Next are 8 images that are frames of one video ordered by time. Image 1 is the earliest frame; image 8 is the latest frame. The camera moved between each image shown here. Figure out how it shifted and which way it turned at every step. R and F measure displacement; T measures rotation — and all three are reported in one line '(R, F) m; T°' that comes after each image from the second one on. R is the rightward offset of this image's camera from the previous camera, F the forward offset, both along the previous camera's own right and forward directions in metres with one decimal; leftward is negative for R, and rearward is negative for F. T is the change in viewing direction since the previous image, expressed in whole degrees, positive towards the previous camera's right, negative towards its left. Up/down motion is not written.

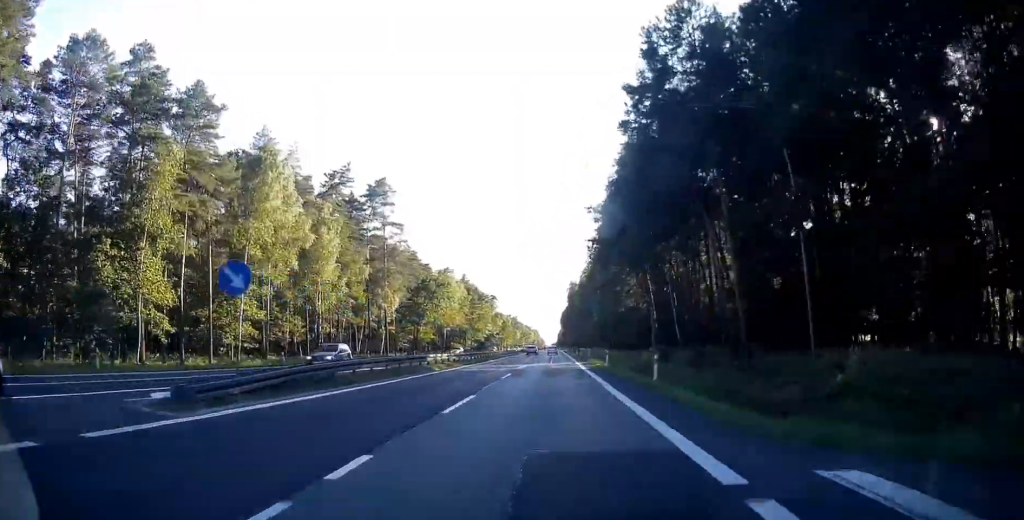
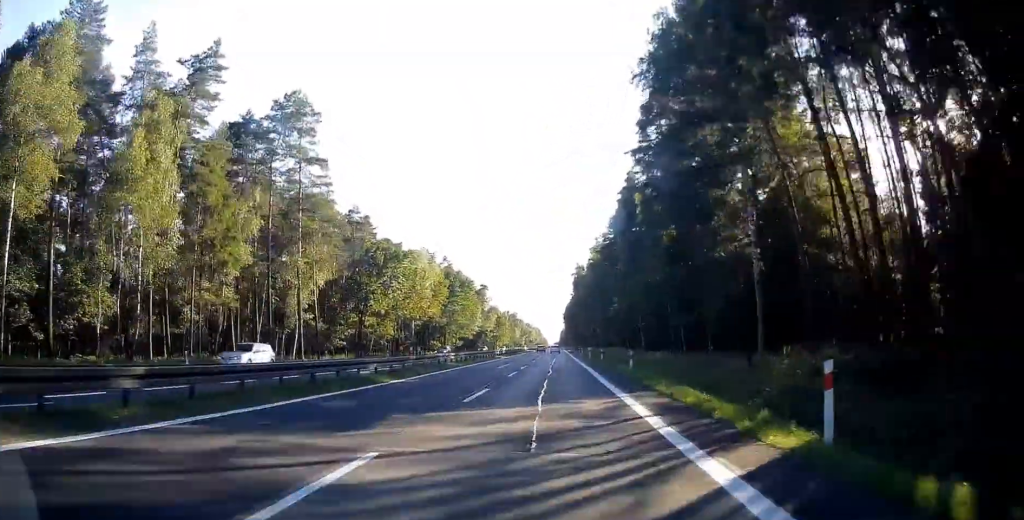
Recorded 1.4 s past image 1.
(-0.2, +34.2) m; -1°
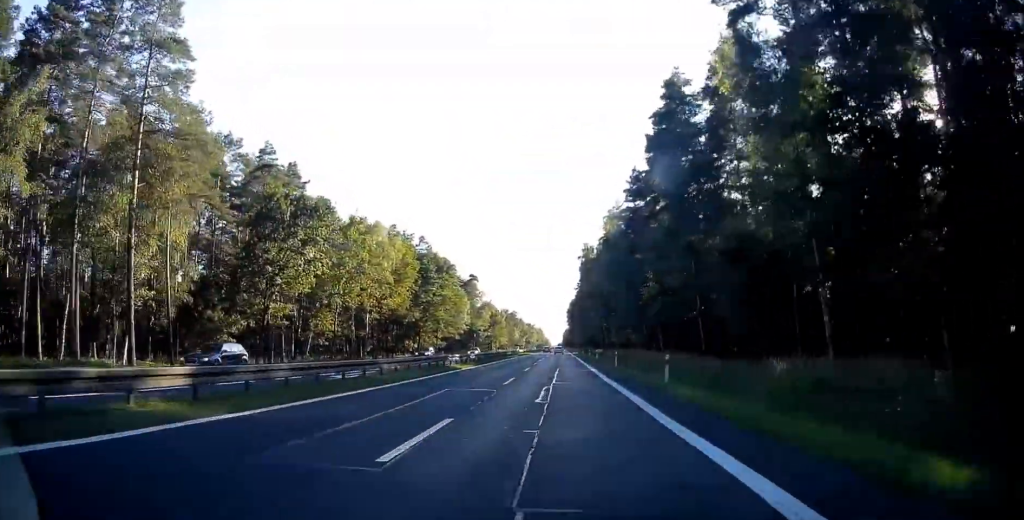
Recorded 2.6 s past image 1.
(0.0, +28.3) m; +1°
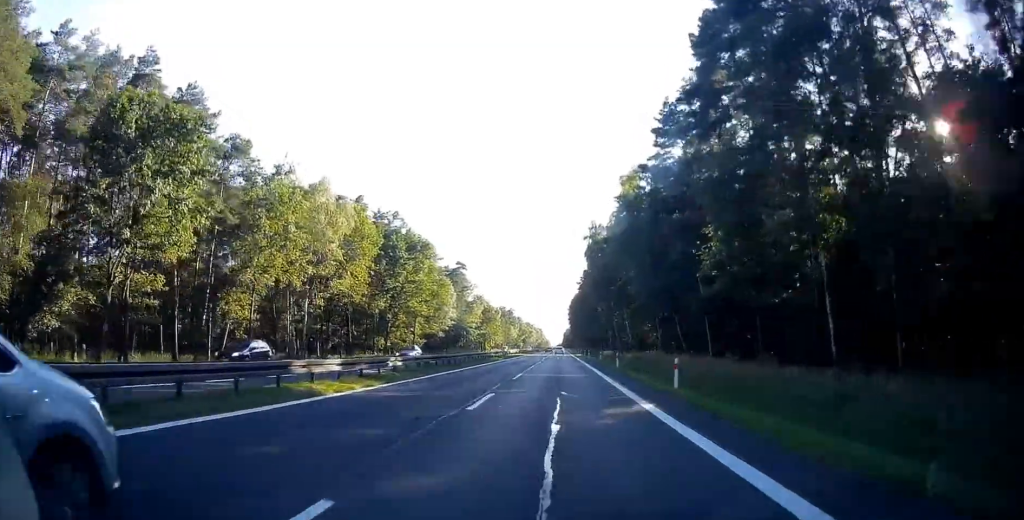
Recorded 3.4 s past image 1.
(+0.2, +20.9) m; 0°
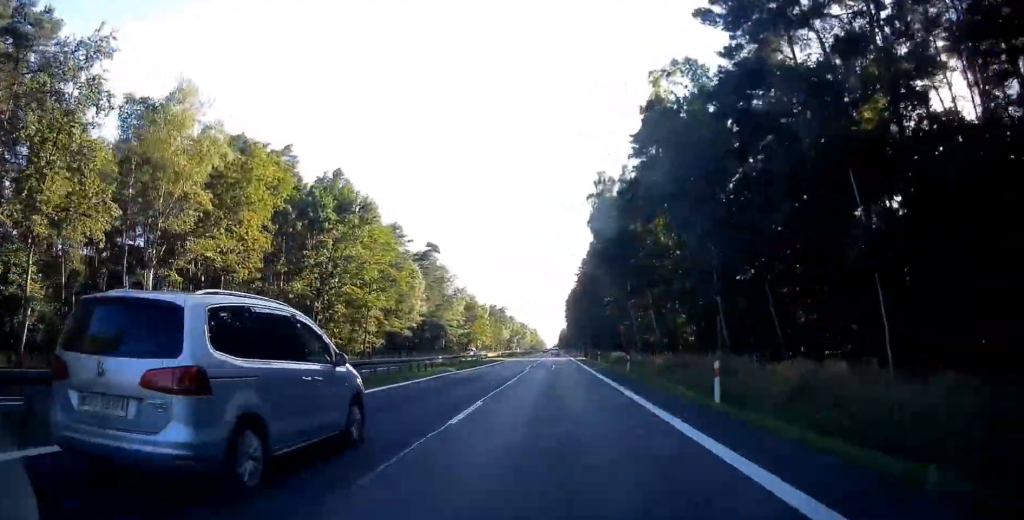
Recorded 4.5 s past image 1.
(-0.1, +25.7) m; 0°
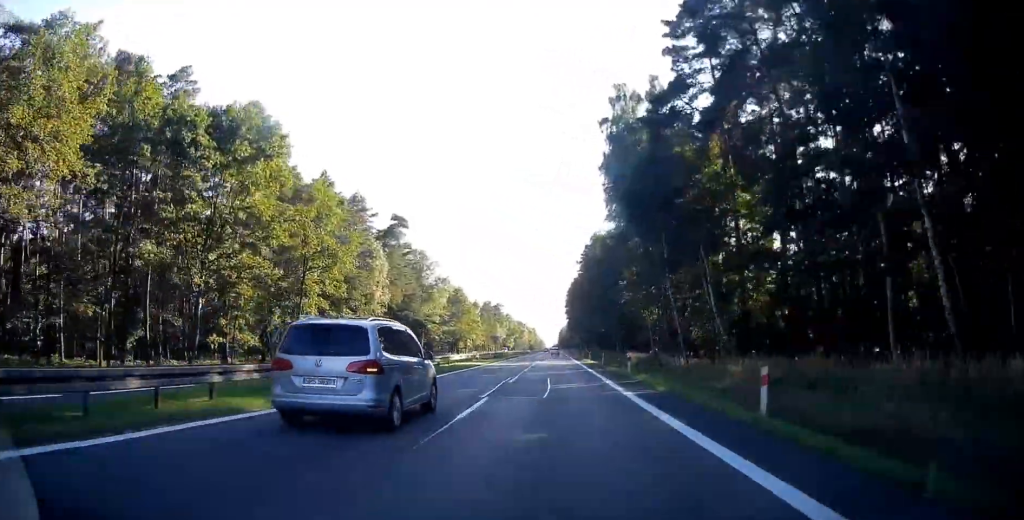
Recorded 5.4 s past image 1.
(0.0, +22.3) m; +1°
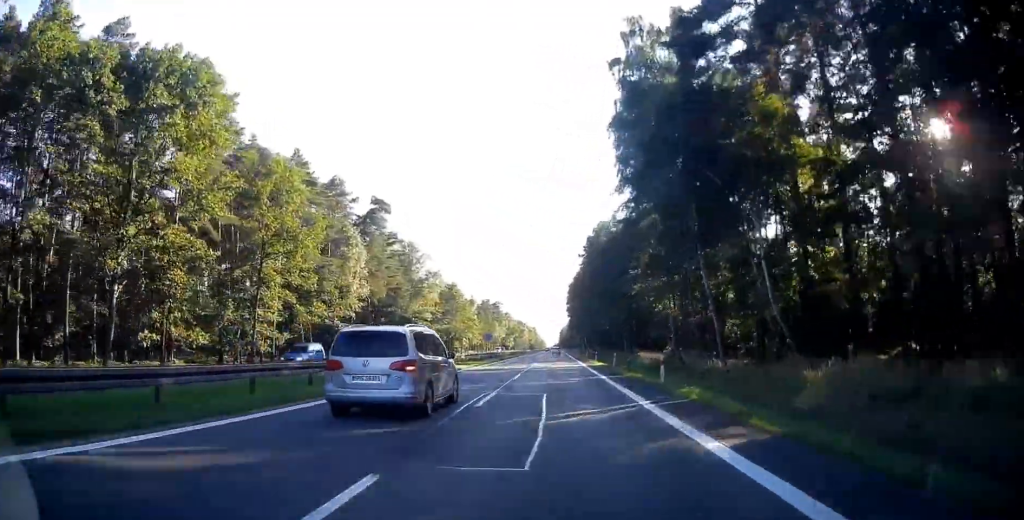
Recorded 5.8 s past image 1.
(+0.2, +9.5) m; +1°
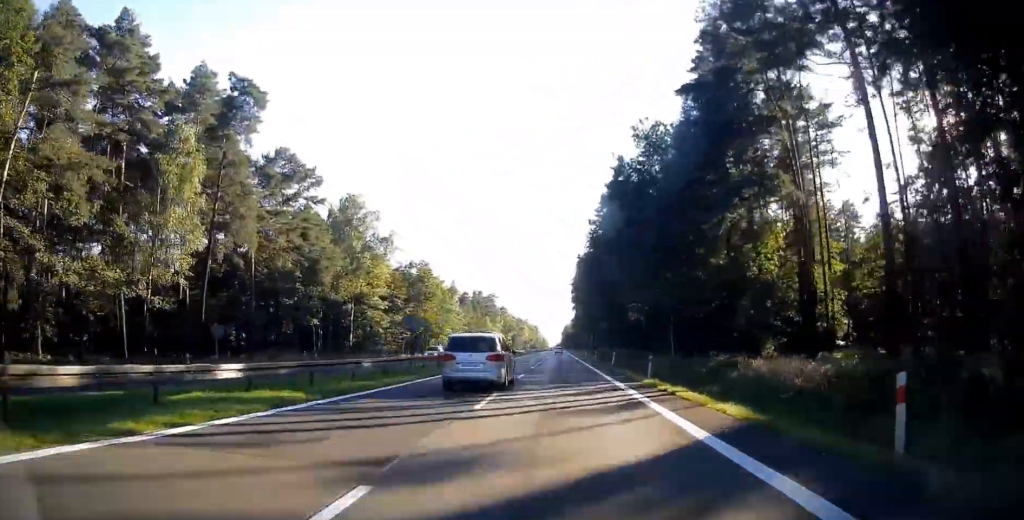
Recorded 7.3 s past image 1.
(0.0, +35.0) m; -1°
